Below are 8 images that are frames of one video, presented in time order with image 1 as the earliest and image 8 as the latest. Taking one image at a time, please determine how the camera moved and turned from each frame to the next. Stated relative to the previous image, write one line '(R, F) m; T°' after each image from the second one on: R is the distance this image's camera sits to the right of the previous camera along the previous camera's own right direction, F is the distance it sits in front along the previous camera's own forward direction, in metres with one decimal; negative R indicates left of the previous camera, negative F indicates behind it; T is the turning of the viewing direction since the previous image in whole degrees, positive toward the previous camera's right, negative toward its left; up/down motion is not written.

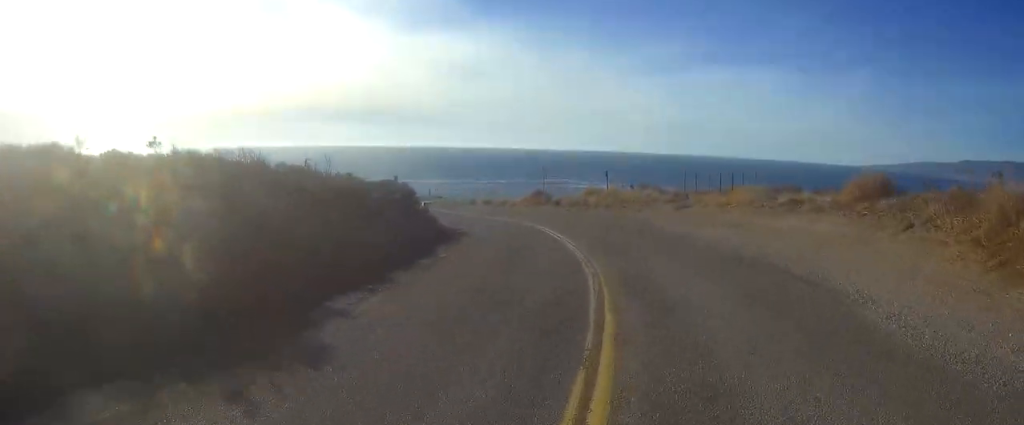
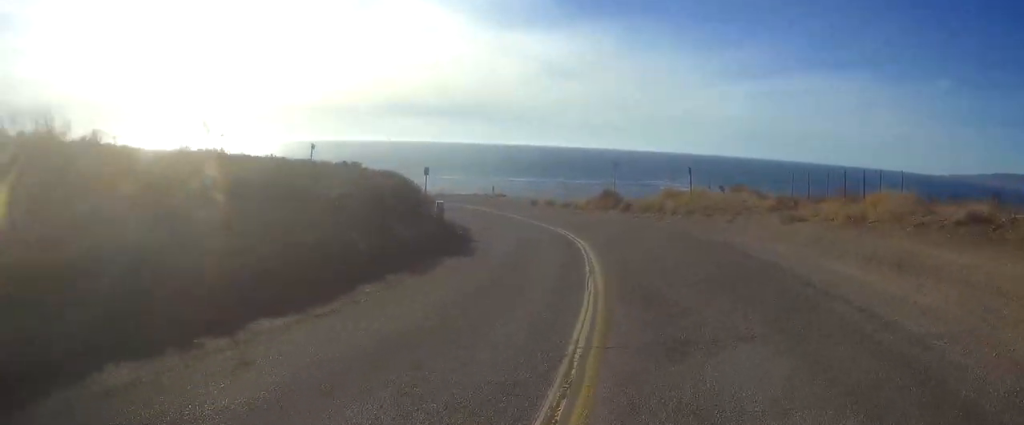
(-0.6, +10.1) m; -9°
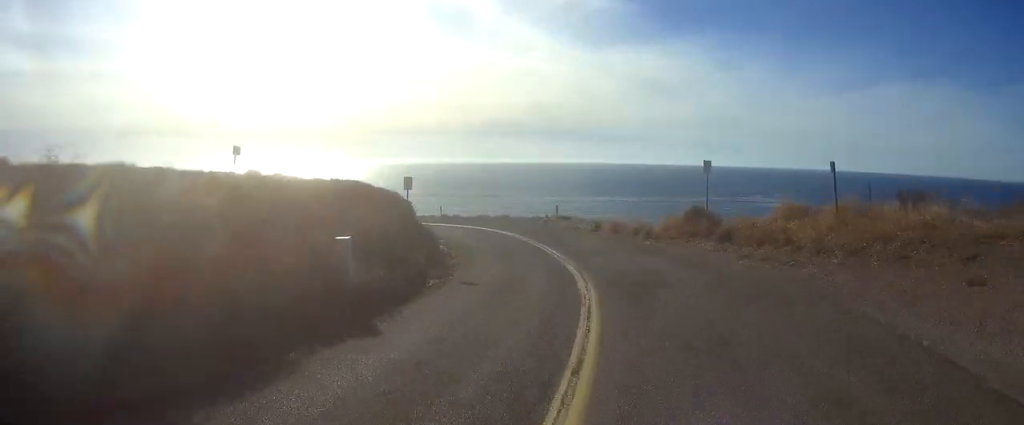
(-2.0, +13.8) m; -15°
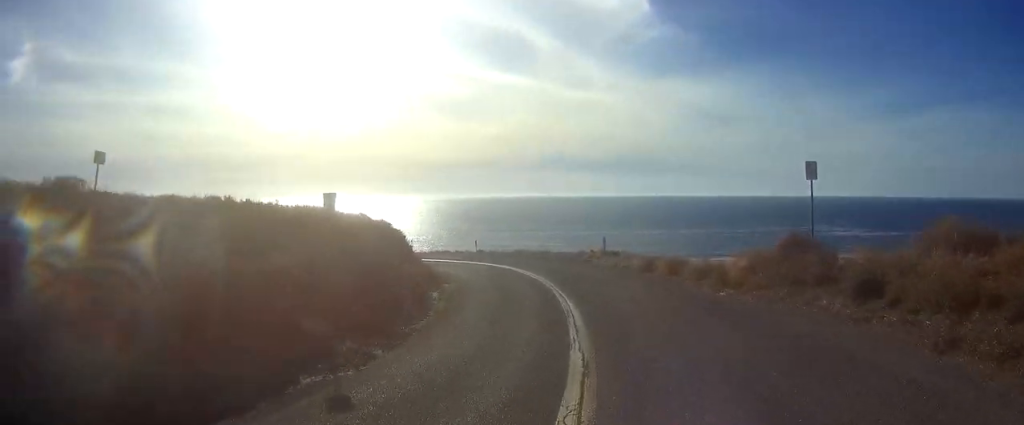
(-0.7, +9.6) m; -7°
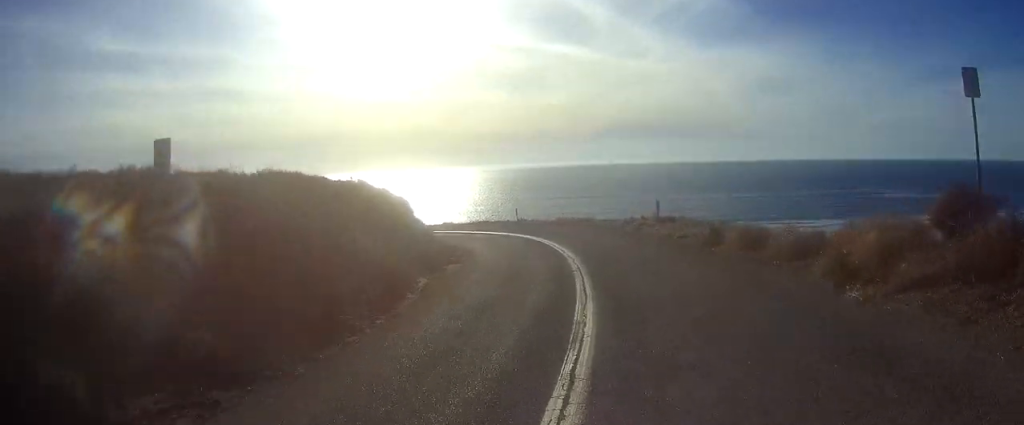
(-0.1, +7.1) m; -4°
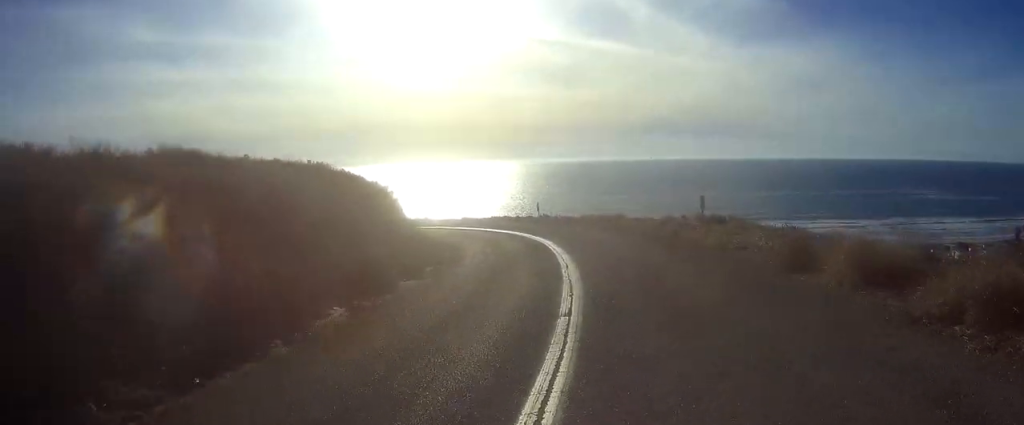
(-0.5, +7.7) m; -5°
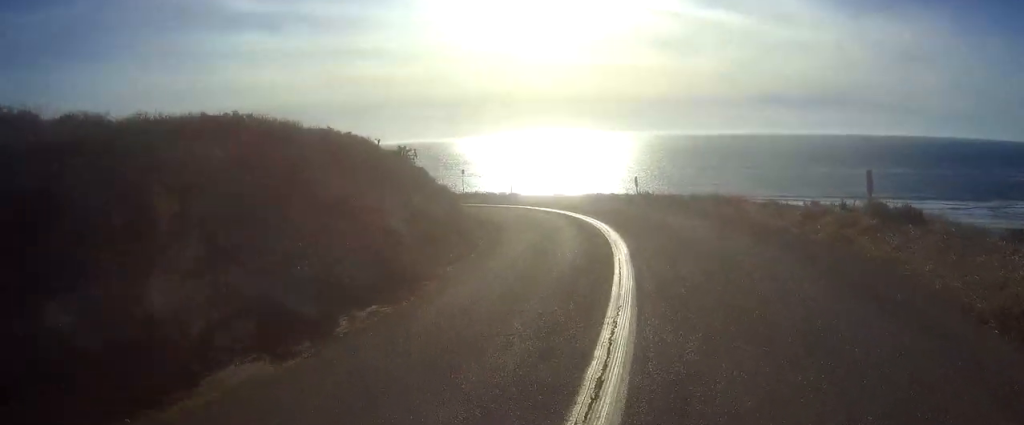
(-0.7, +11.3) m; -7°
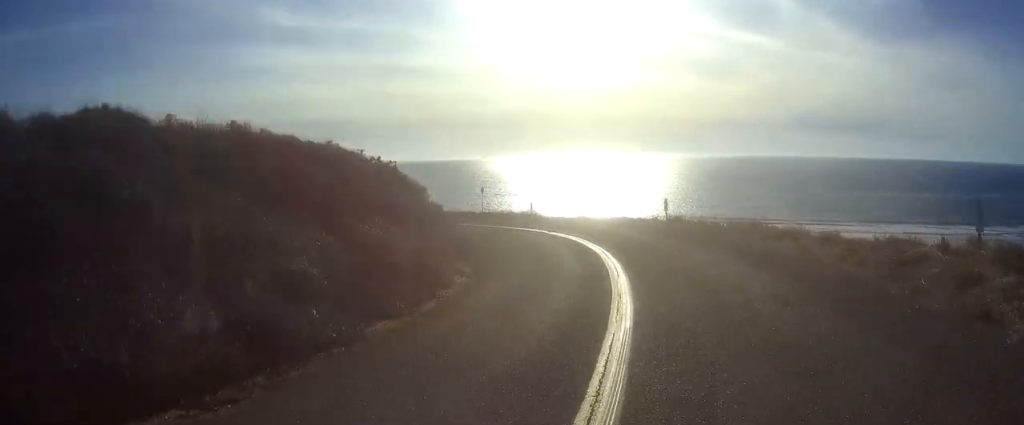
(-0.2, +5.8) m; -4°
